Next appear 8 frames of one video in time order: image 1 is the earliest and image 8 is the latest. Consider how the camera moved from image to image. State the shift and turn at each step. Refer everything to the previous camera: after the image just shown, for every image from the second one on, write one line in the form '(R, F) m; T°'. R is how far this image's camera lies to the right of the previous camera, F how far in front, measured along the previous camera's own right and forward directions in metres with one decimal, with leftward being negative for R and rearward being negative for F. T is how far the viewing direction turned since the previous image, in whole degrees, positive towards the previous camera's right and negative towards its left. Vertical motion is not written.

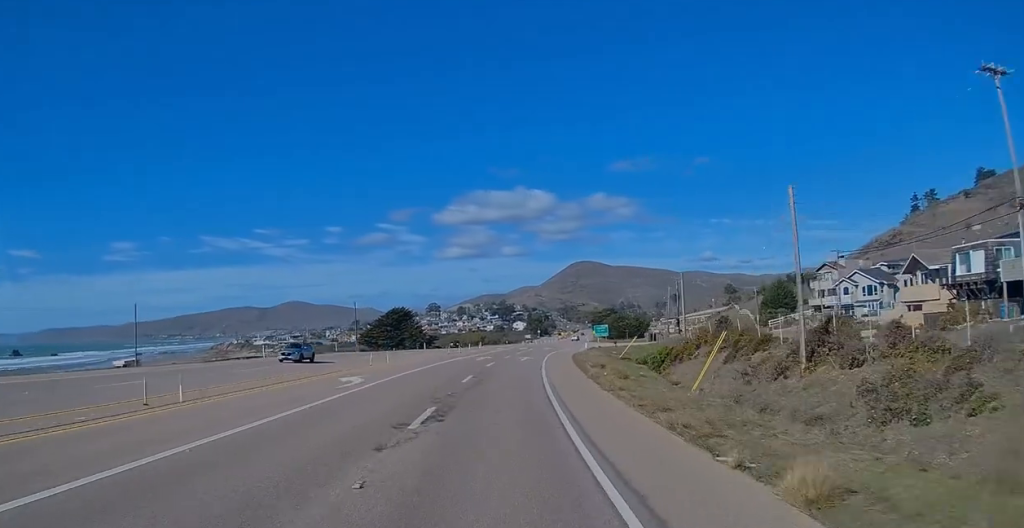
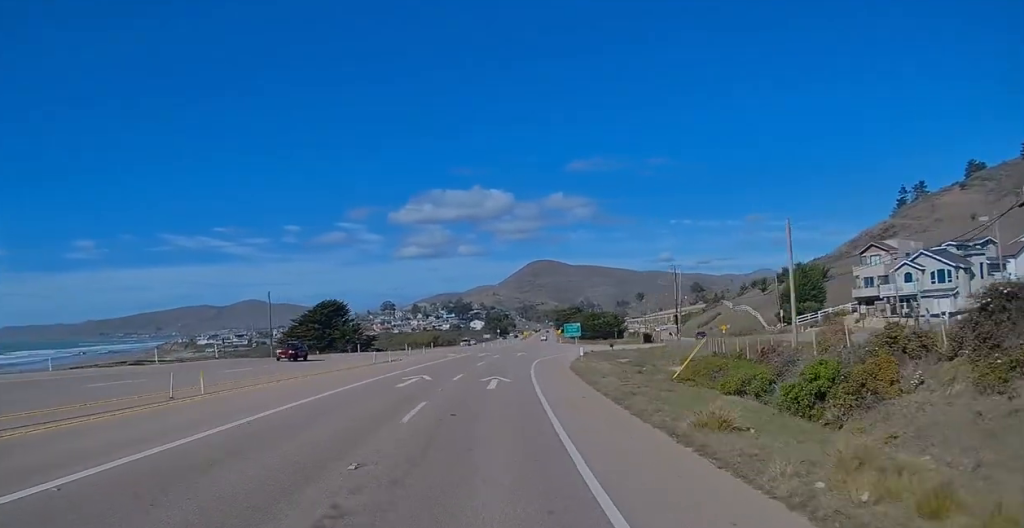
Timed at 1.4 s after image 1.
(+0.6, +29.9) m; +2°
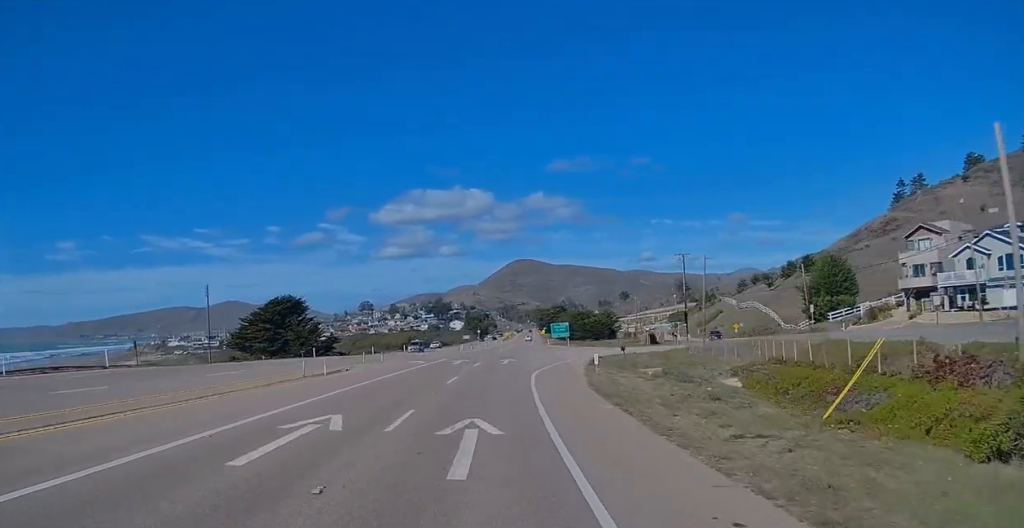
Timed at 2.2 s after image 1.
(-0.1, +16.1) m; +2°
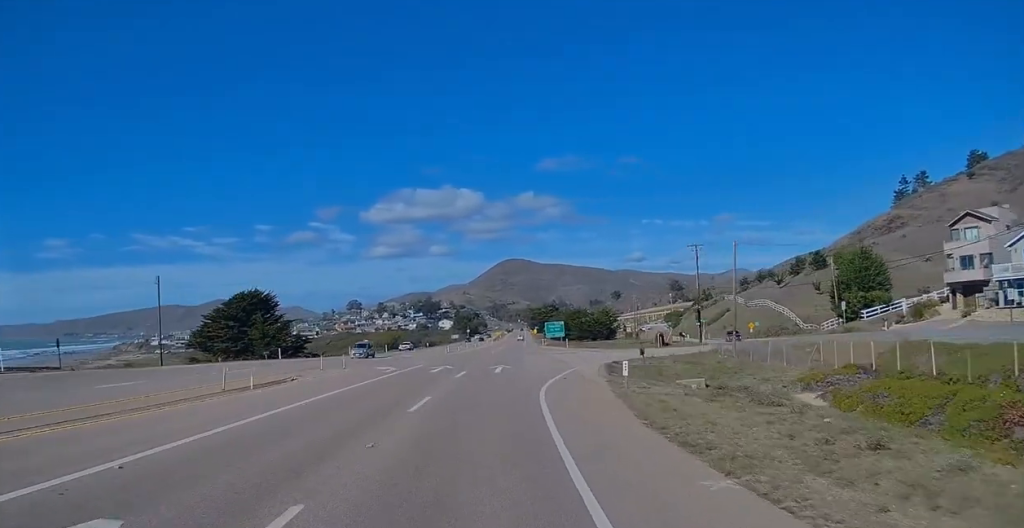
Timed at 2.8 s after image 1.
(+0.4, +10.8) m; +2°
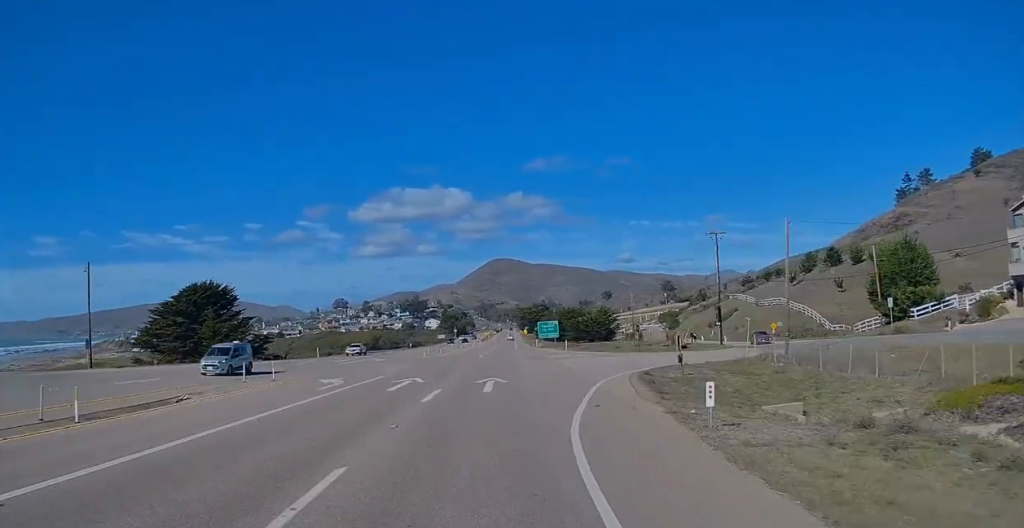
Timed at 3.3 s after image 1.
(+0.1, +11.6) m; +2°
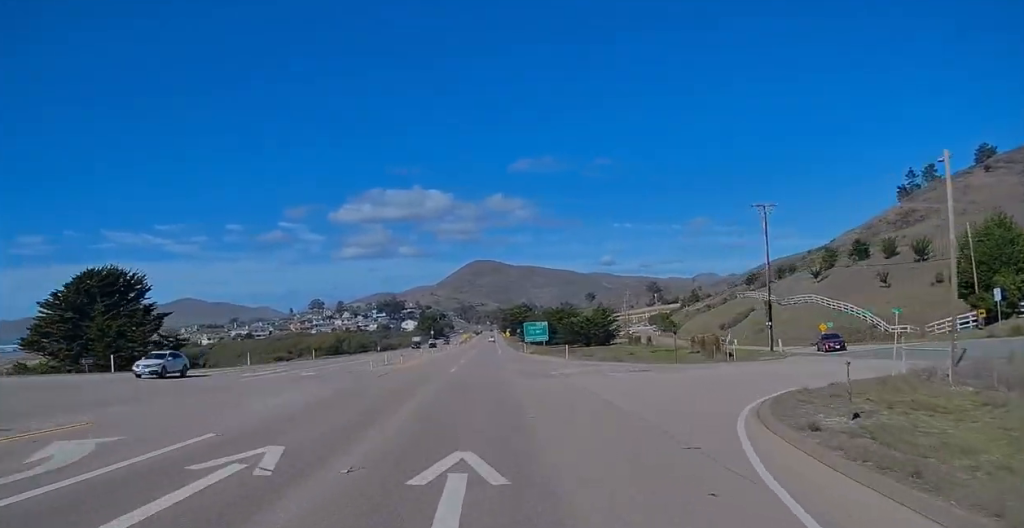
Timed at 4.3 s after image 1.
(+0.6, +19.8) m; +1°
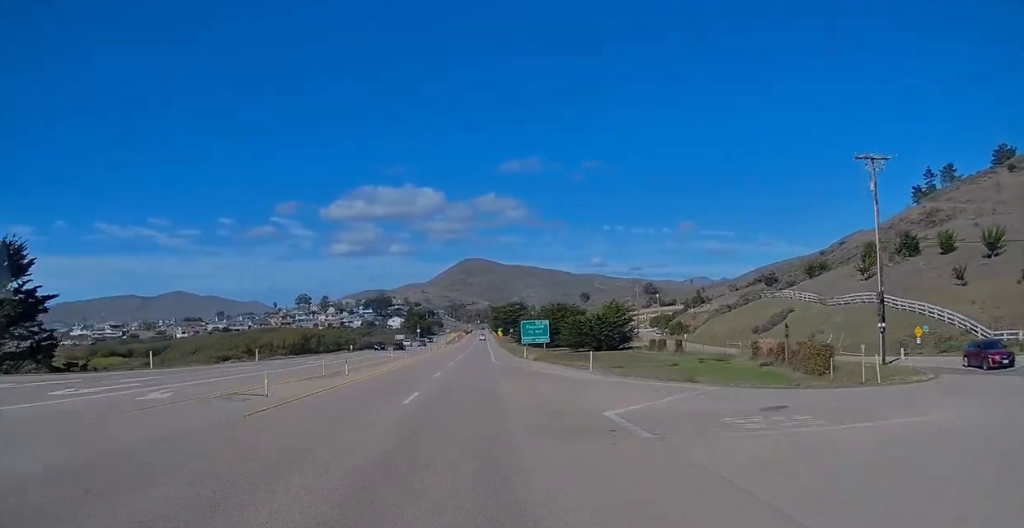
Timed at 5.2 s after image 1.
(+0.1, +19.9) m; -2°
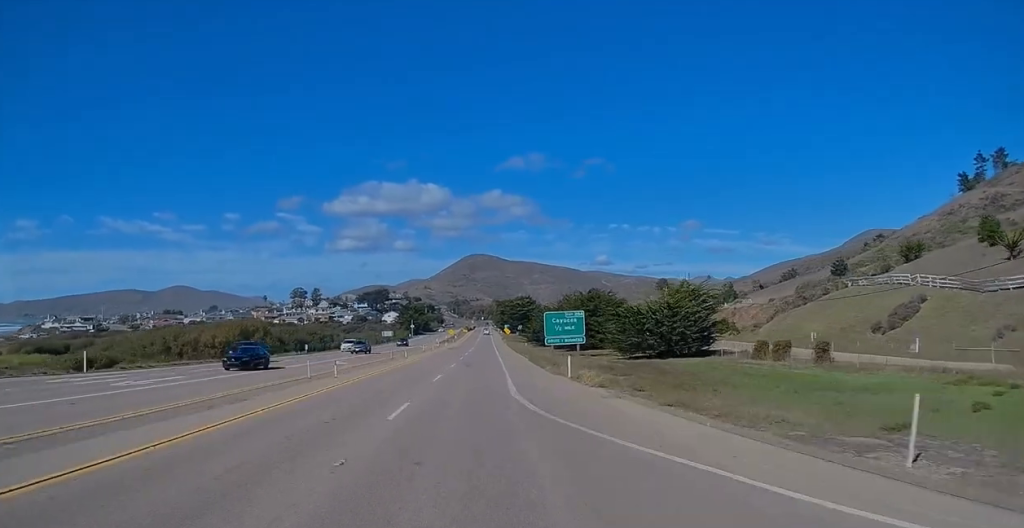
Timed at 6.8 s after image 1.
(-2.2, +34.2) m; +1°
